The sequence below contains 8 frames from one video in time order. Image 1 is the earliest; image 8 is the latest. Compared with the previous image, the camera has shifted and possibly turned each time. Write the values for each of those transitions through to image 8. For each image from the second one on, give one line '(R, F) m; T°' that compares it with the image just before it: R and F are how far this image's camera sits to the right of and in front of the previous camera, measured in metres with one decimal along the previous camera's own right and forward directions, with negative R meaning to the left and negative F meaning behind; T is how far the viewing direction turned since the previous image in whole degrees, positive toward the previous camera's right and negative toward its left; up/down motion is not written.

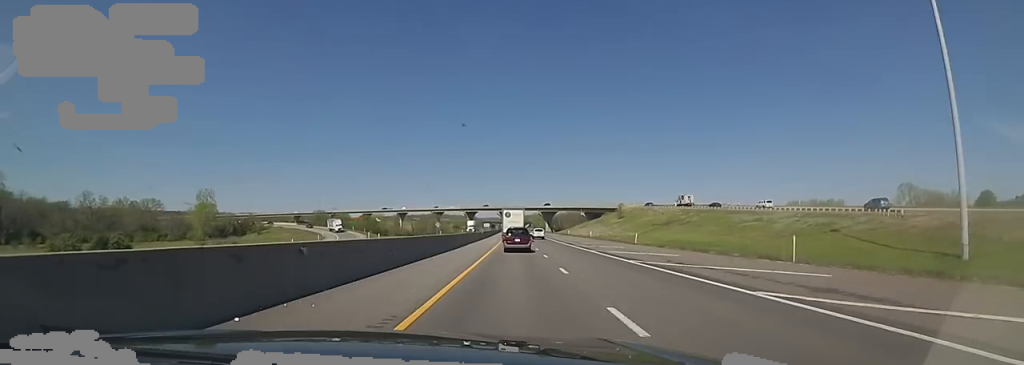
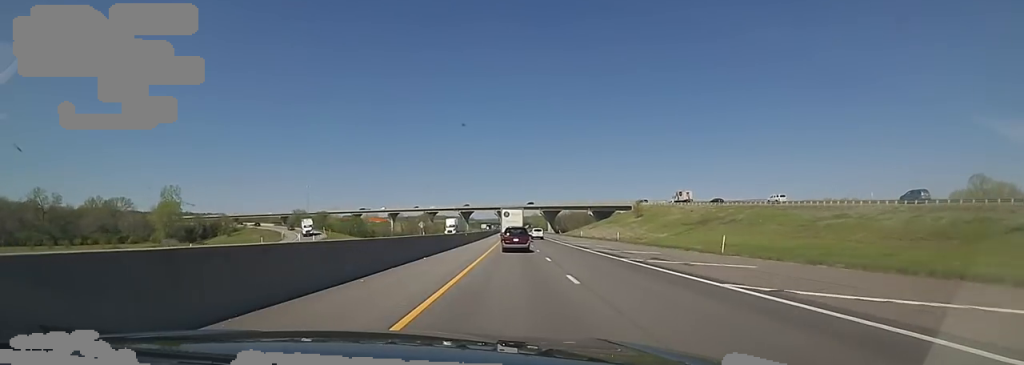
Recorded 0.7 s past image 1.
(0.0, +22.6) m; 0°
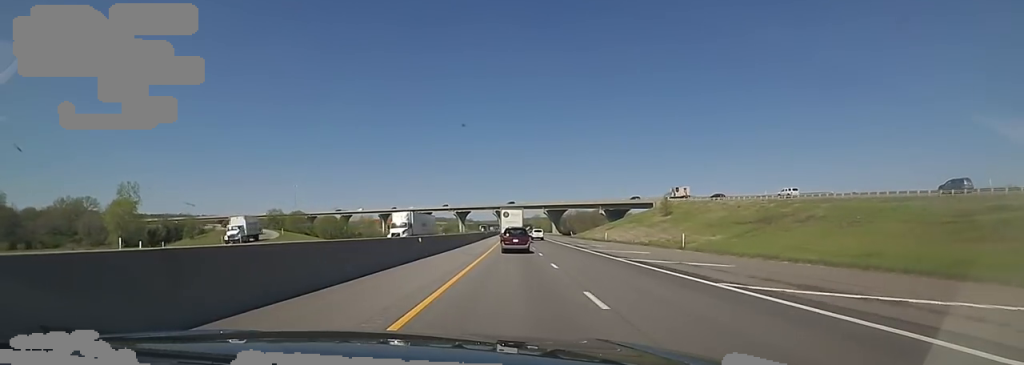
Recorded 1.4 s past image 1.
(+0.2, +23.7) m; -2°
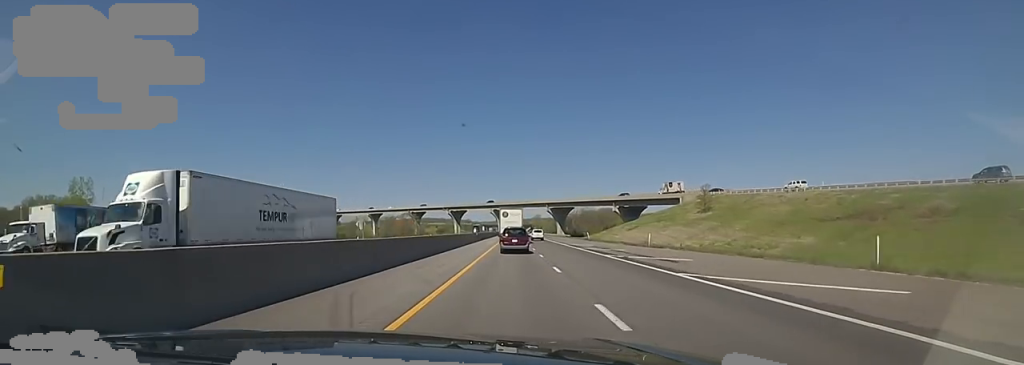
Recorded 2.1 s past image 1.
(-0.8, +21.4) m; 0°
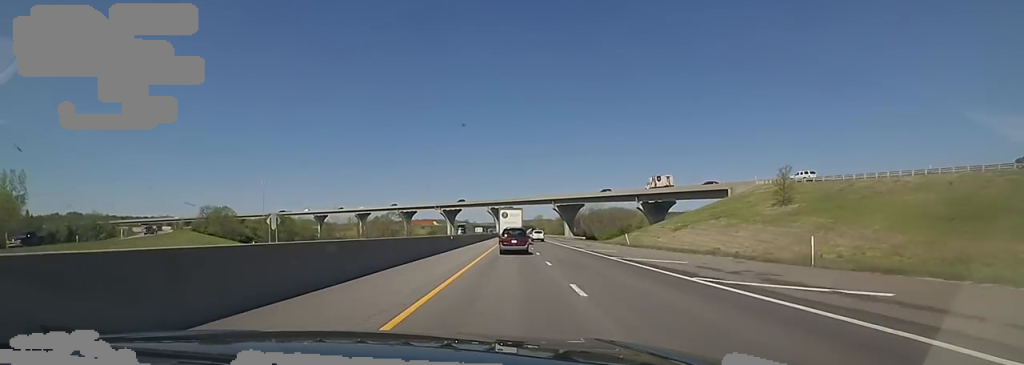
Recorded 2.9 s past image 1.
(-0.1, +26.6) m; +1°
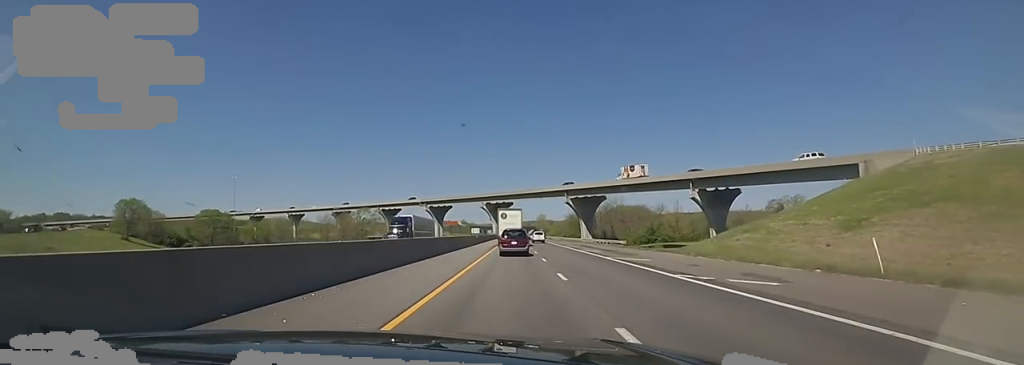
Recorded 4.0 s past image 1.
(+1.1, +35.2) m; +2°
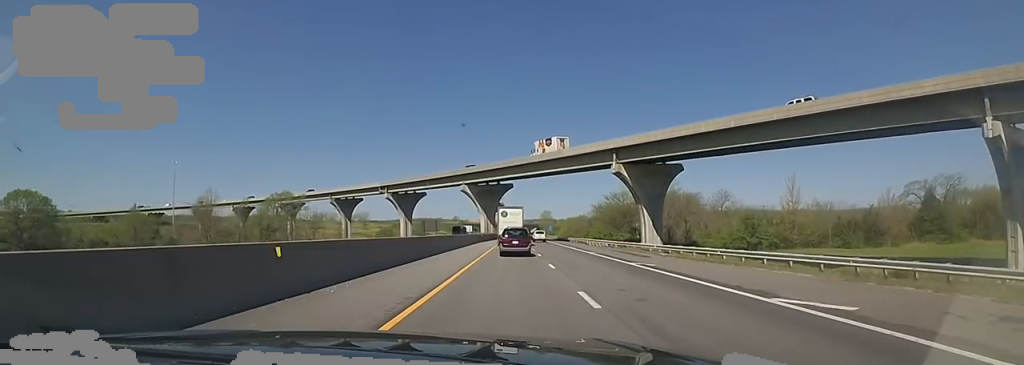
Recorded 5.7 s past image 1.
(0.0, +54.4) m; 0°
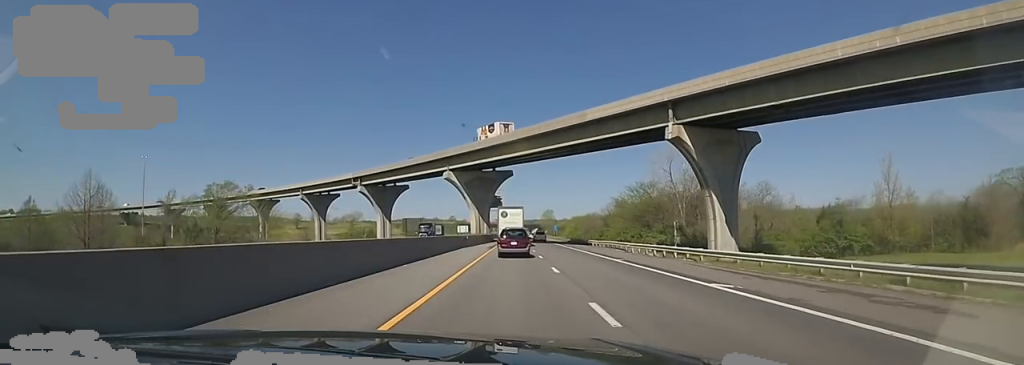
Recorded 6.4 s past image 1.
(0.0, +21.3) m; 0°
